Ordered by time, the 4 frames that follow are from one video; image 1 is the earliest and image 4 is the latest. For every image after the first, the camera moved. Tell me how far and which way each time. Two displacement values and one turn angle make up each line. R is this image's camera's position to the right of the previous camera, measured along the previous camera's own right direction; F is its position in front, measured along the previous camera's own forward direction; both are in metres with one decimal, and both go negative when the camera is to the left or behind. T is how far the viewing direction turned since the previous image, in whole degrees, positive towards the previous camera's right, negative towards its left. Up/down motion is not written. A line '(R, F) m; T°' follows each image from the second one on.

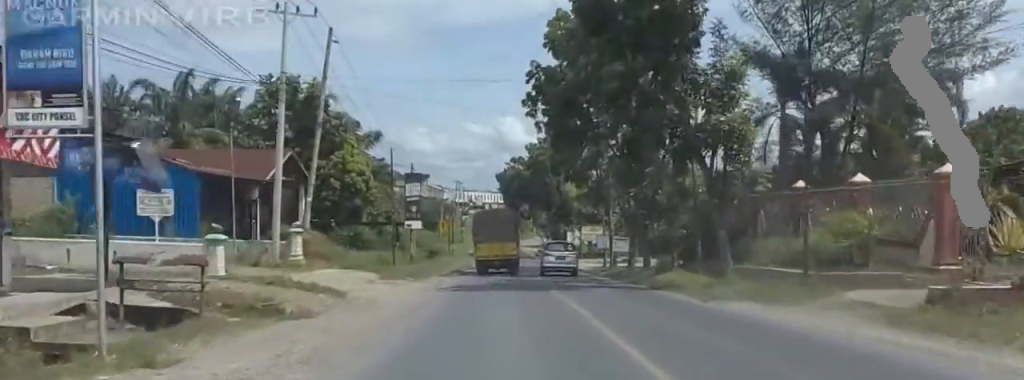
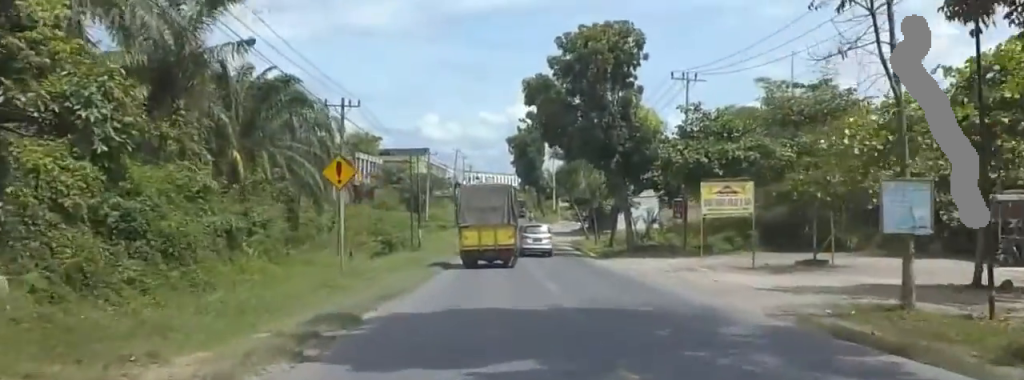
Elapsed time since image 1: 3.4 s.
(-8.2, +40.6) m; -9°
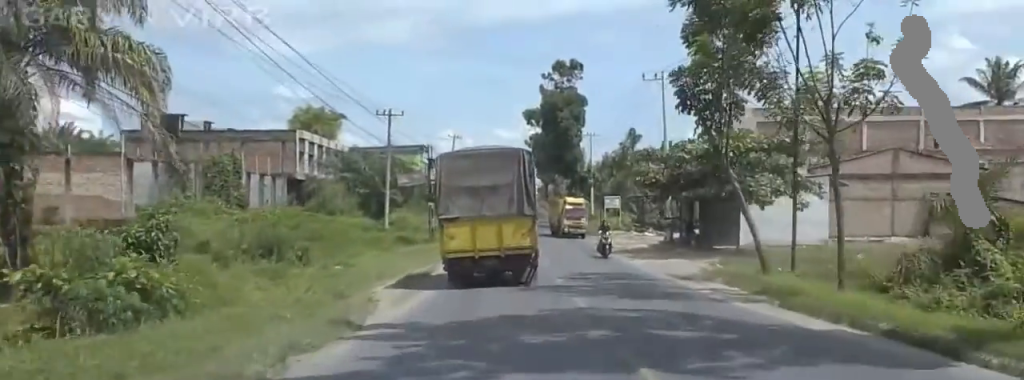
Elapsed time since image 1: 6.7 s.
(-1.1, +36.5) m; -2°
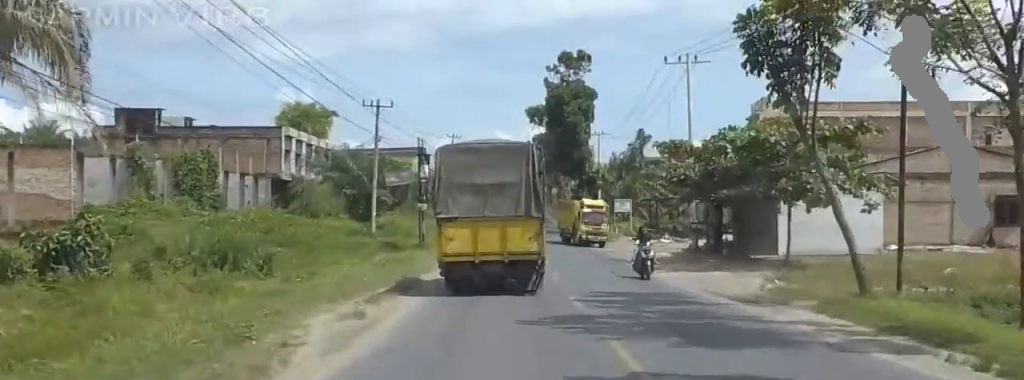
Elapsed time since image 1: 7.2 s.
(+0.5, +5.0) m; +3°
